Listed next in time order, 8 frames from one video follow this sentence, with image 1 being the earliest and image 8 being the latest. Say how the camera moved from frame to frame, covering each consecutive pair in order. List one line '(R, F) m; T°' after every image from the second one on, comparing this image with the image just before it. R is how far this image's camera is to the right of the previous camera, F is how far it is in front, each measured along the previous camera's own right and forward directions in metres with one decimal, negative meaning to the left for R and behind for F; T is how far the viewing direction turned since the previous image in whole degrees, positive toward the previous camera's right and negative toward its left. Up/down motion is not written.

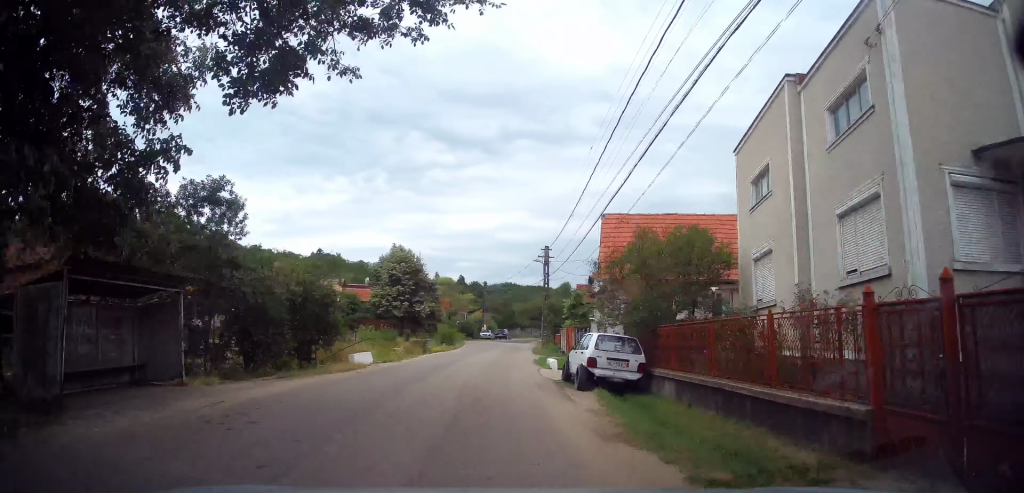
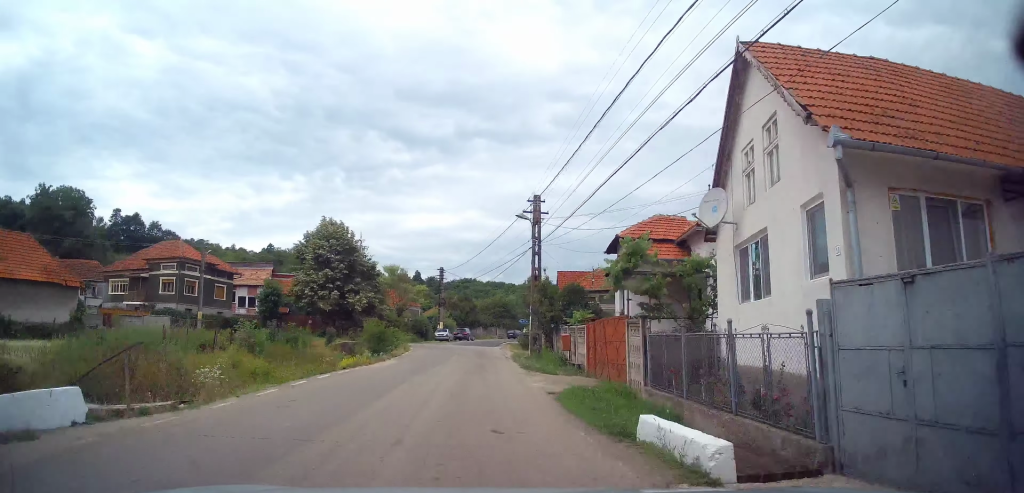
(+1.1, +14.8) m; +3°
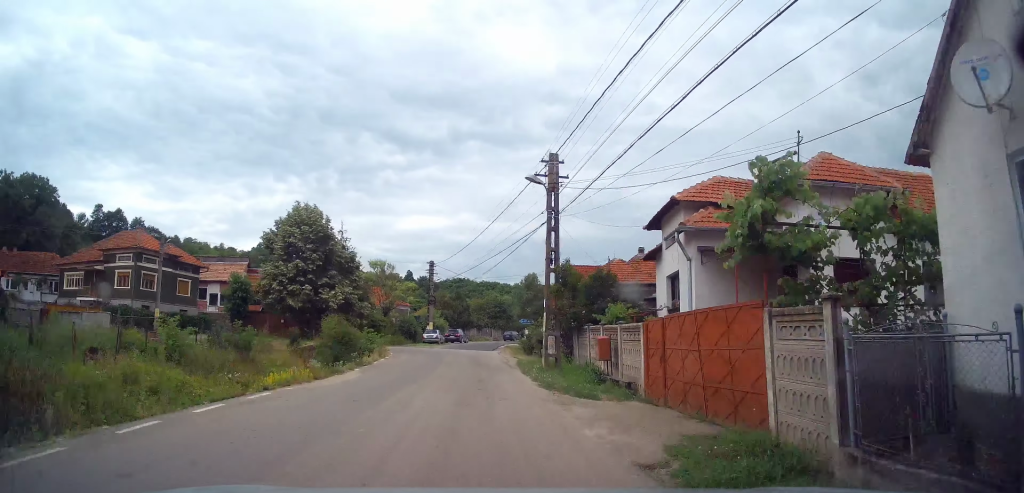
(-0.3, +6.0) m; 0°
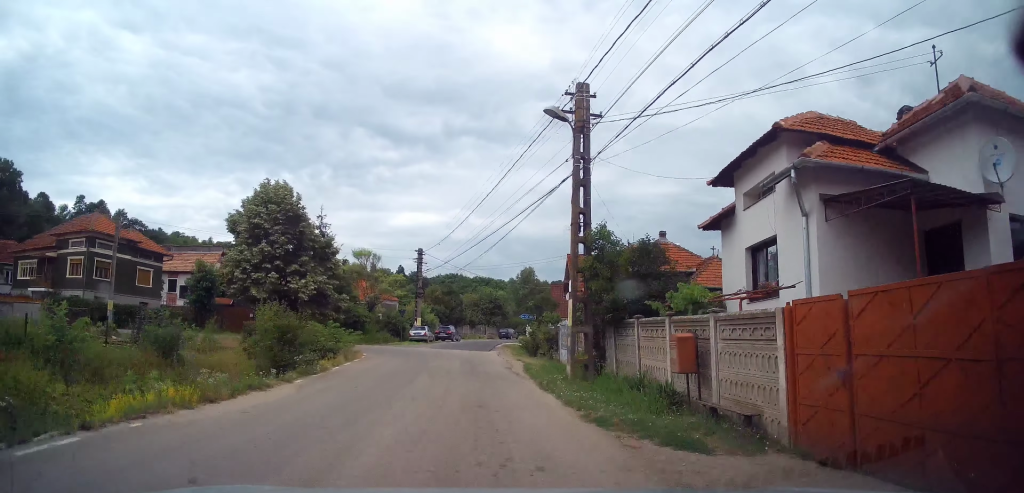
(-0.2, +5.5) m; 0°
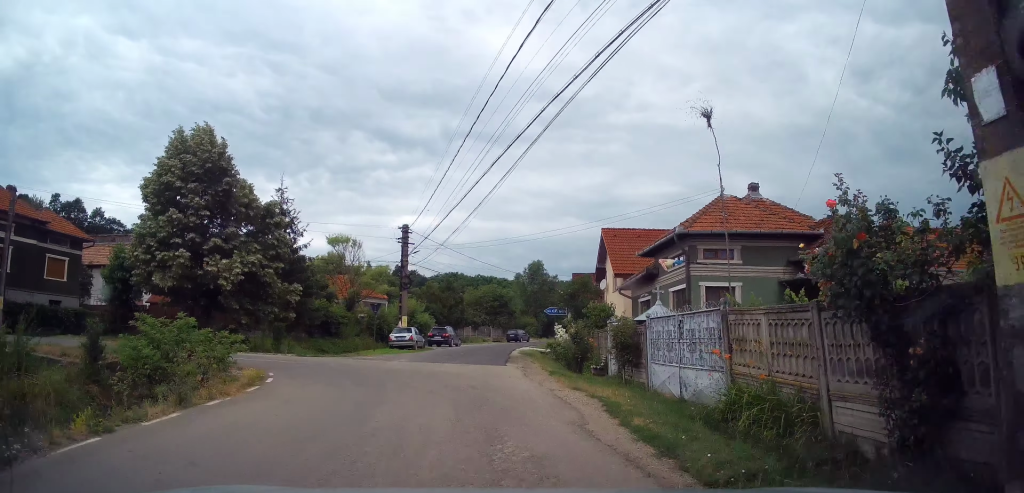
(+0.5, +10.8) m; 0°
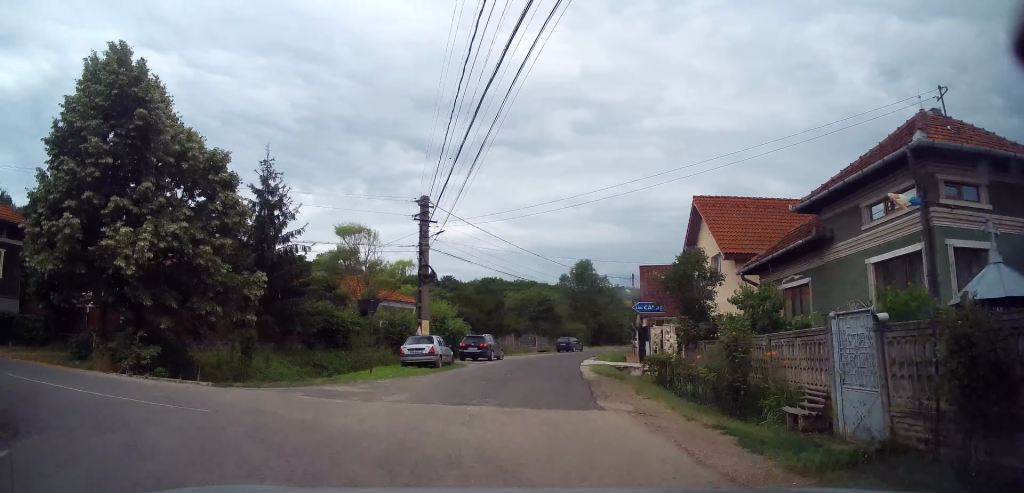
(-0.4, +9.4) m; -14°
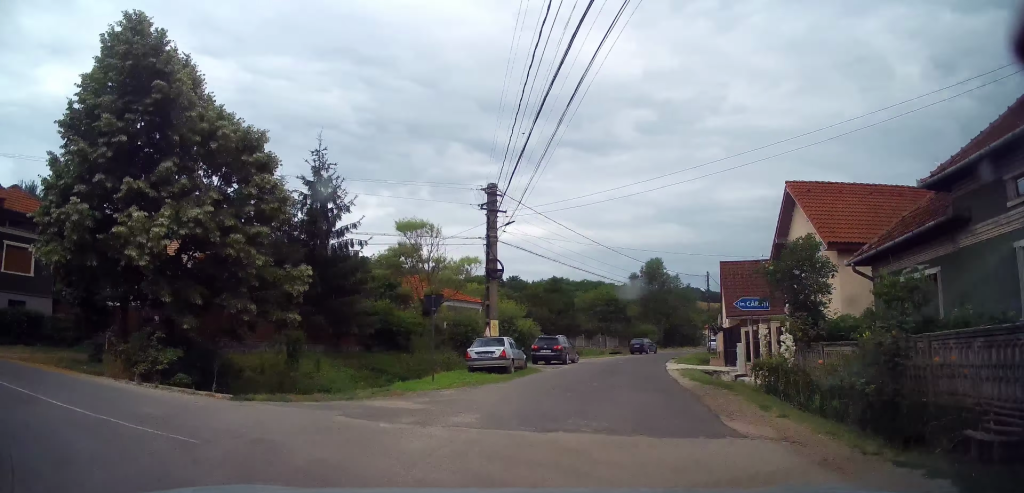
(+0.5, +2.7) m; -11°
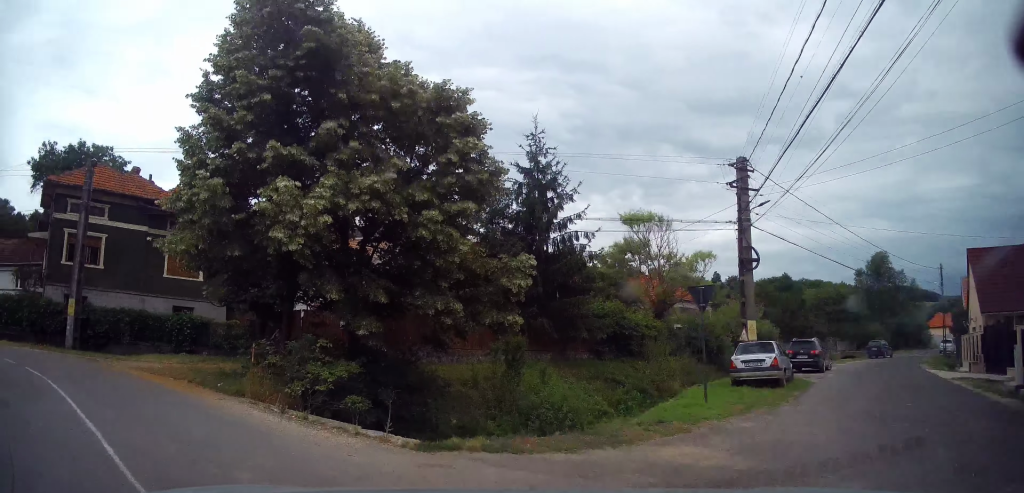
(-1.6, +3.6) m; -28°
